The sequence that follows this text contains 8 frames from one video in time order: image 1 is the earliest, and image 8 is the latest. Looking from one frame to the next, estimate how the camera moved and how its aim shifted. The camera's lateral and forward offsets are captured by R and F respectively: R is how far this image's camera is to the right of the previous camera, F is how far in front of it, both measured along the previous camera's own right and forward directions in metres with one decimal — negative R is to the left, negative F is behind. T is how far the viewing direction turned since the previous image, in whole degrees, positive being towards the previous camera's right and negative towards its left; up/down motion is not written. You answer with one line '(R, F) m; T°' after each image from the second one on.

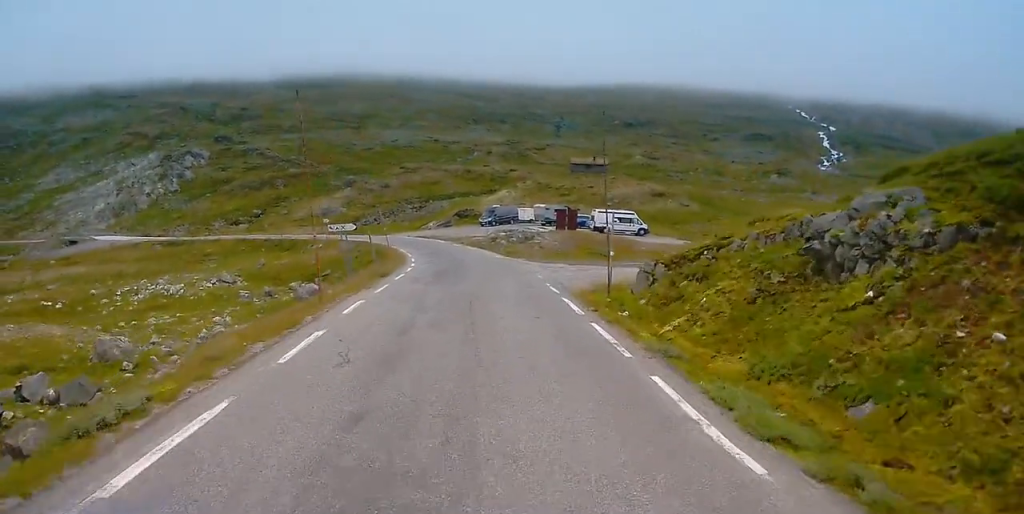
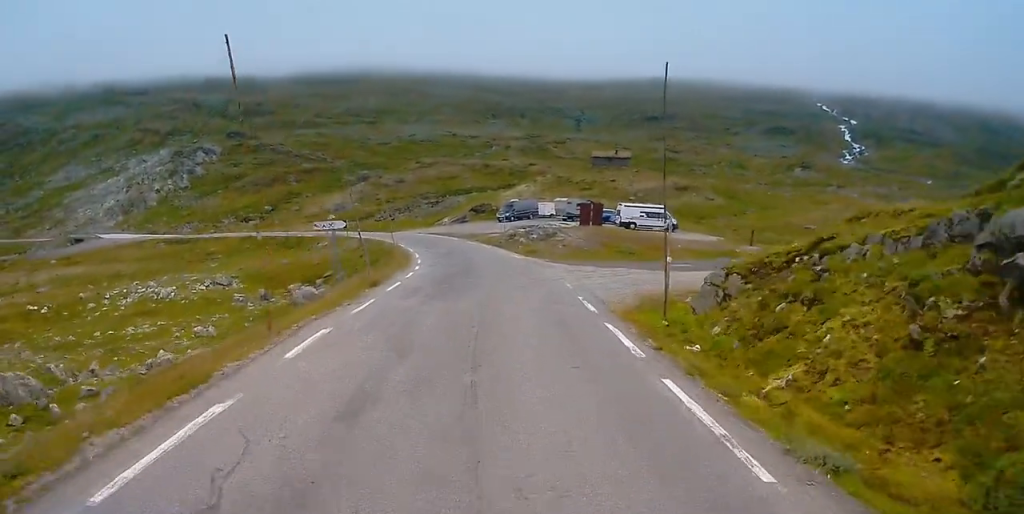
(-0.2, +6.3) m; -1°
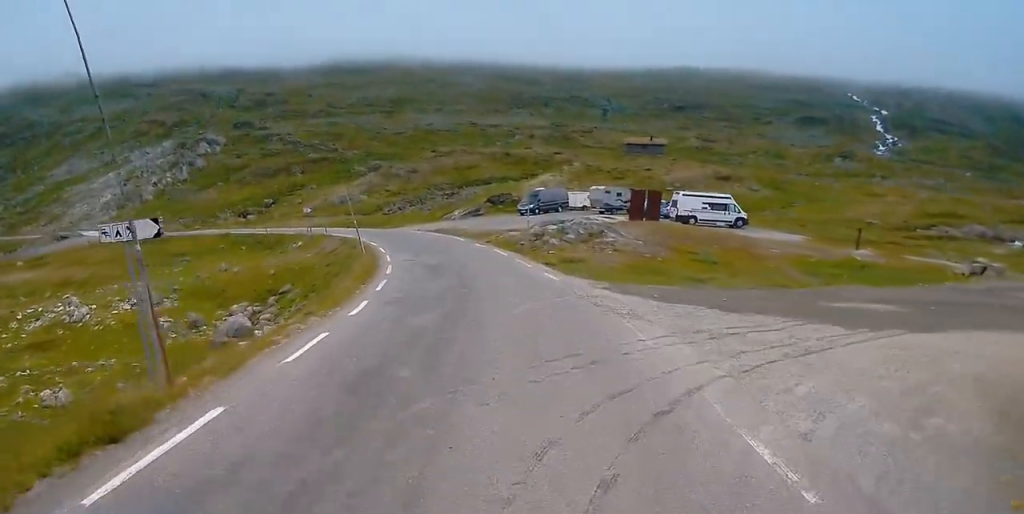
(0.0, +18.8) m; +1°
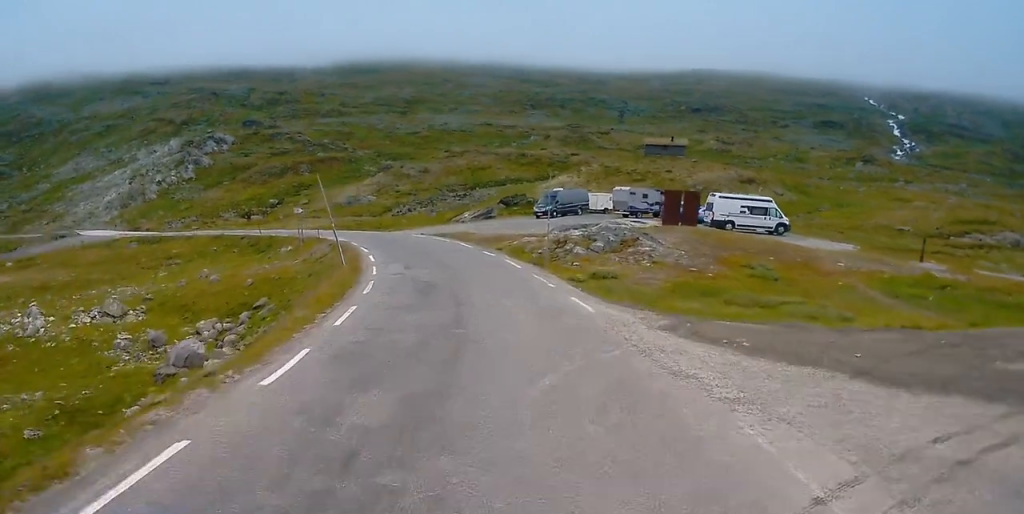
(0.0, +7.3) m; 0°
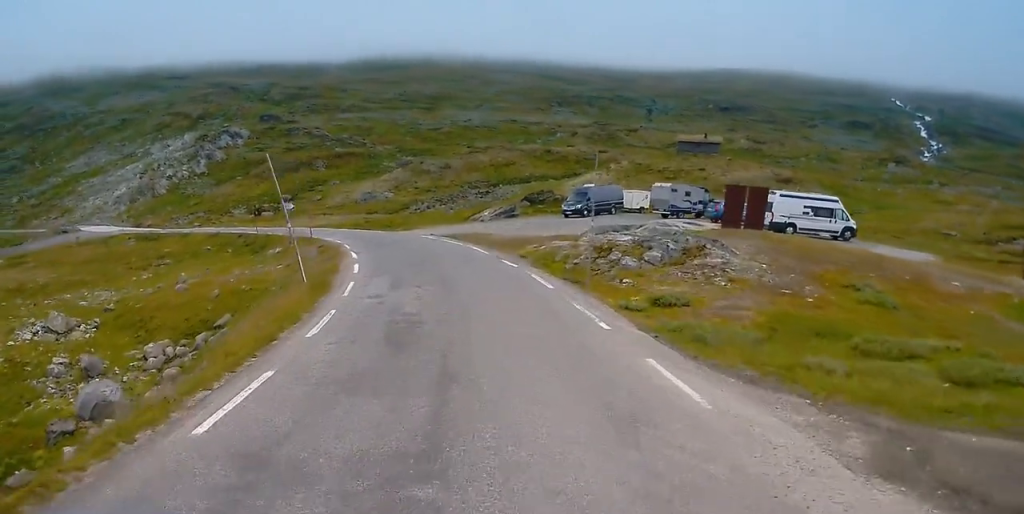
(+0.1, +8.4) m; -3°
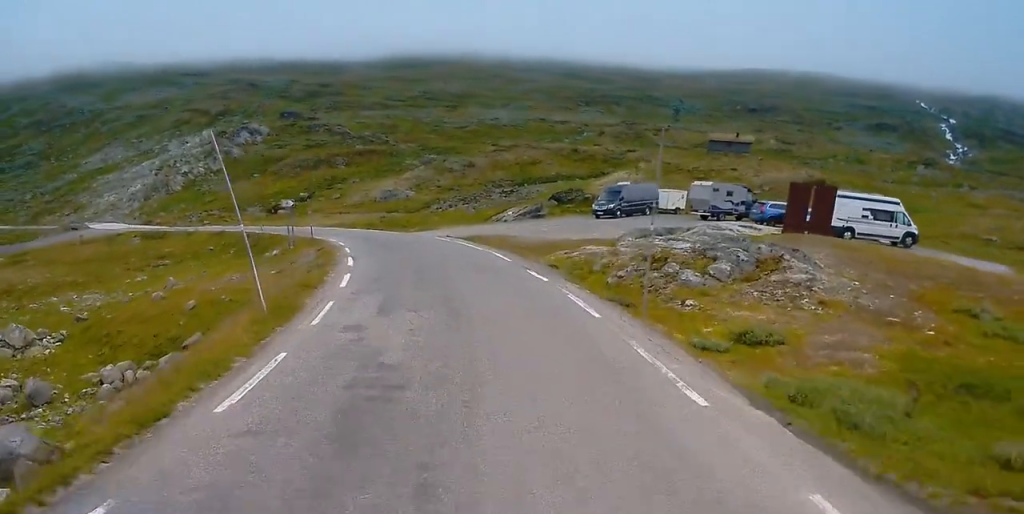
(-0.1, +5.4) m; -4°
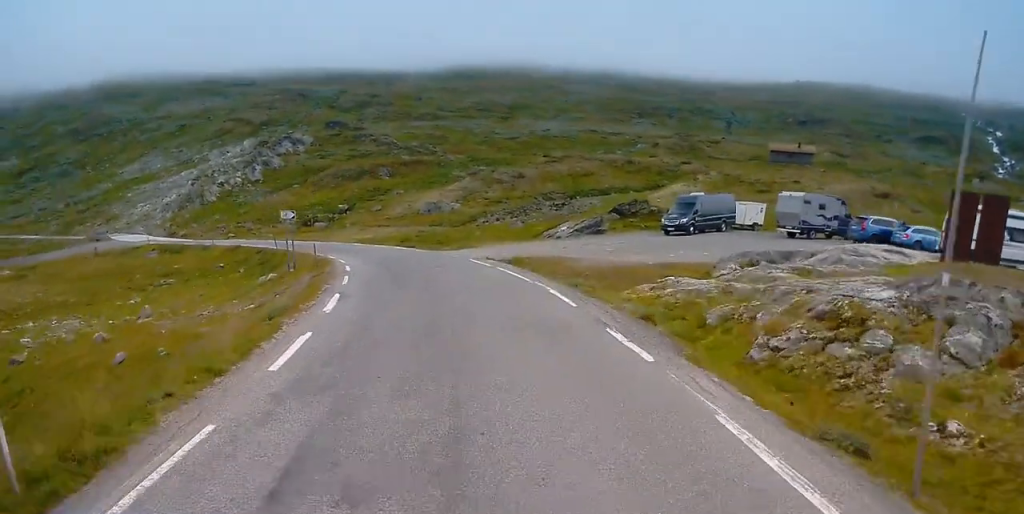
(-0.6, +9.5) m; -4°
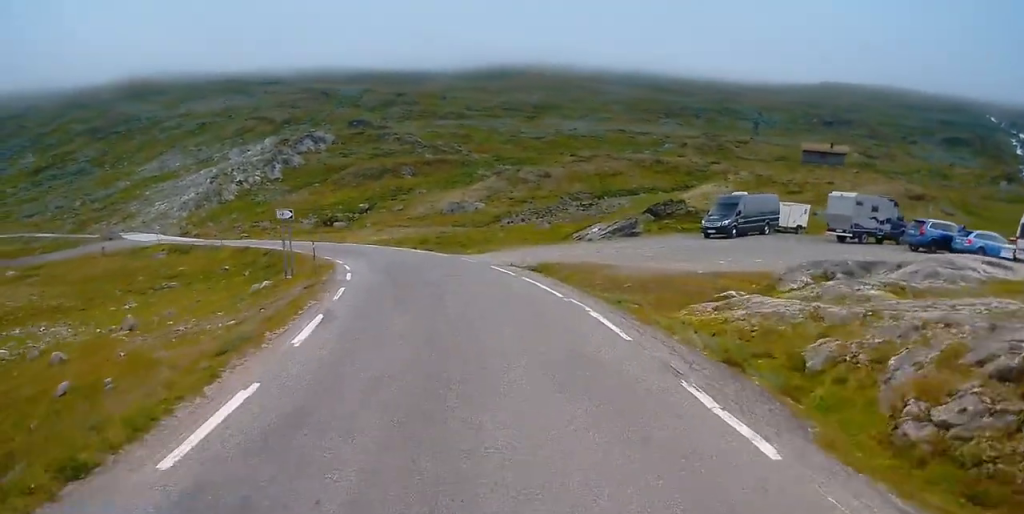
(0.0, +4.3) m; -2°
